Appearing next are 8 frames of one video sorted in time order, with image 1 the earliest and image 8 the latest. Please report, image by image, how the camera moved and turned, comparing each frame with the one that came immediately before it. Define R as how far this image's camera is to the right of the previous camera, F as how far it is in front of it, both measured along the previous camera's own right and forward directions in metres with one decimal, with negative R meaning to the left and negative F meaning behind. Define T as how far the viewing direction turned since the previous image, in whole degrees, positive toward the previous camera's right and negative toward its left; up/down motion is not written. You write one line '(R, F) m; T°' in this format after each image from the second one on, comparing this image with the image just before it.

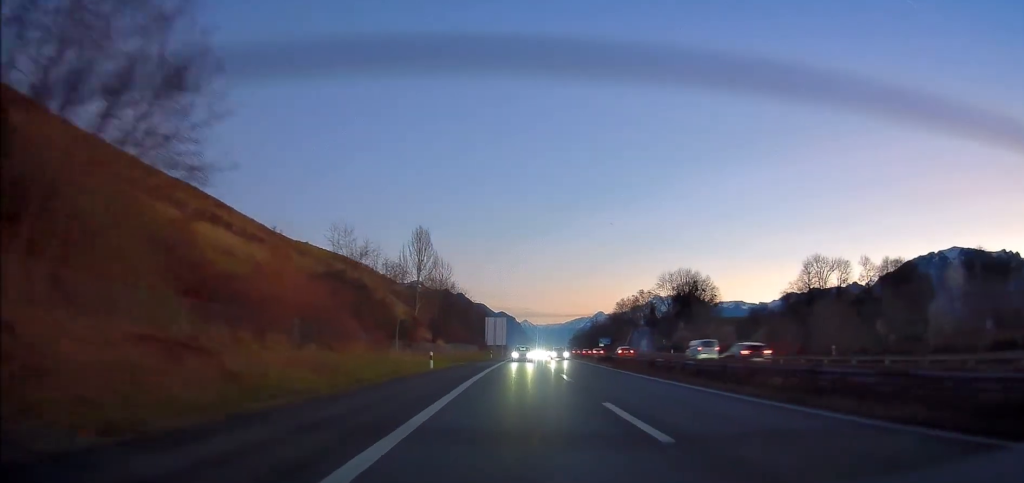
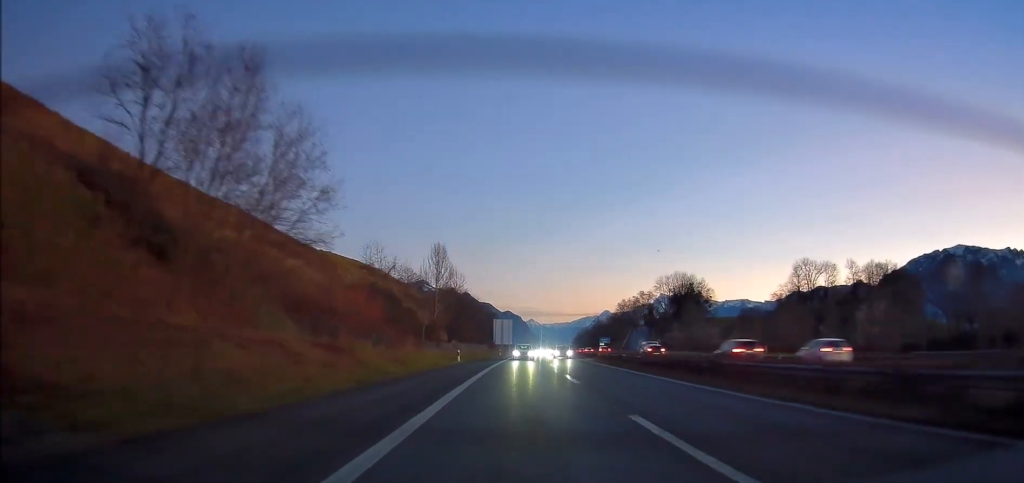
(0.0, +13.2) m; 0°
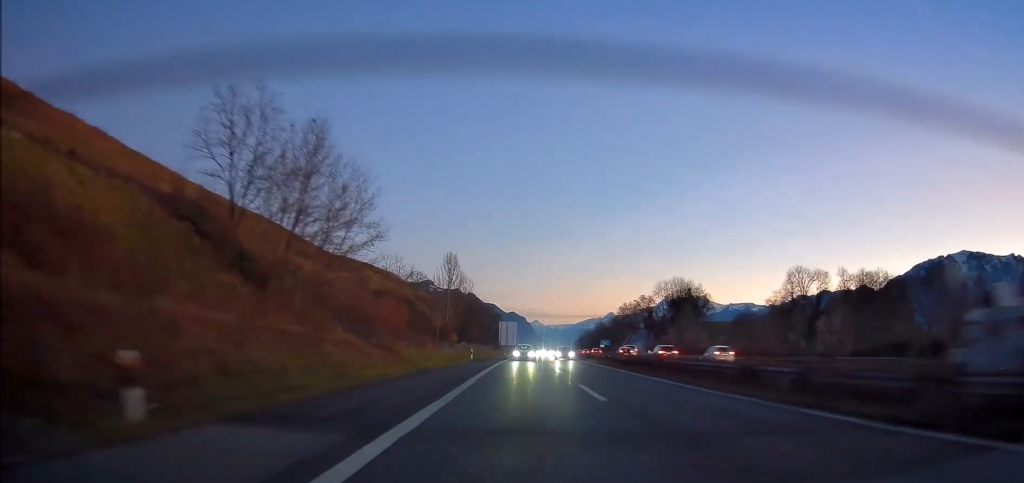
(0.0, +9.8) m; 0°
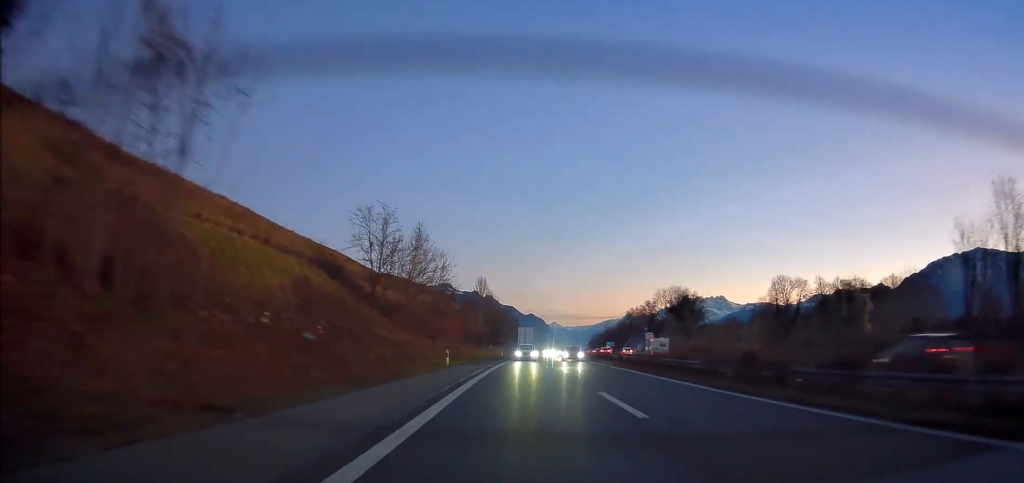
(-0.3, +32.7) m; -1°
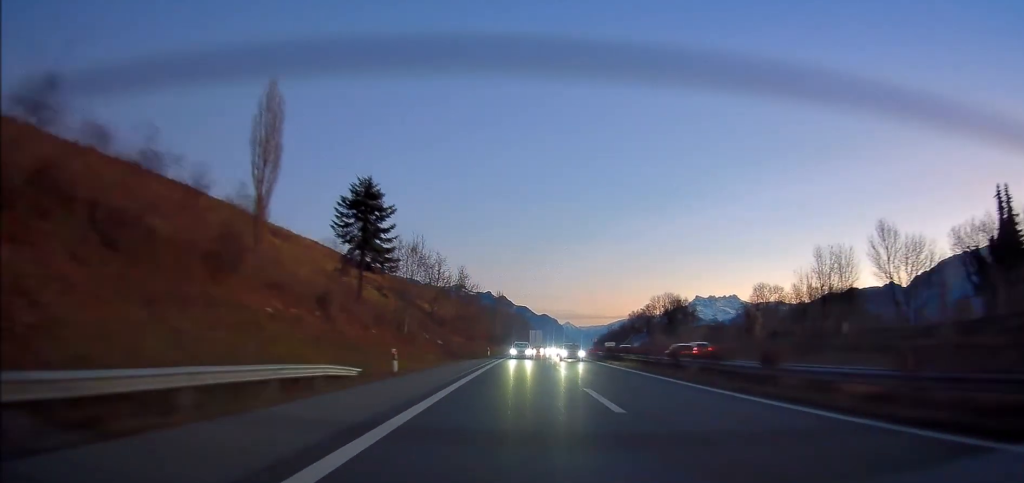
(-0.7, +36.5) m; -2°
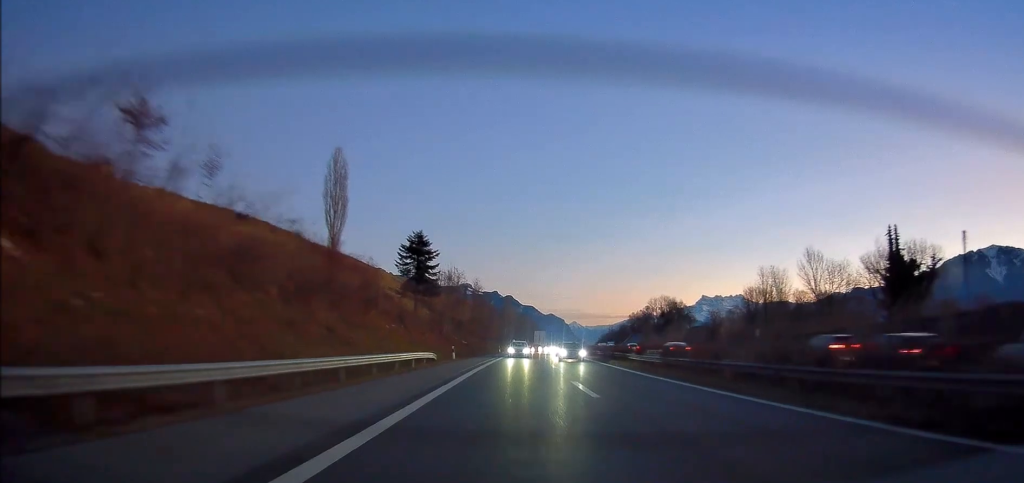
(-0.1, +21.3) m; -1°
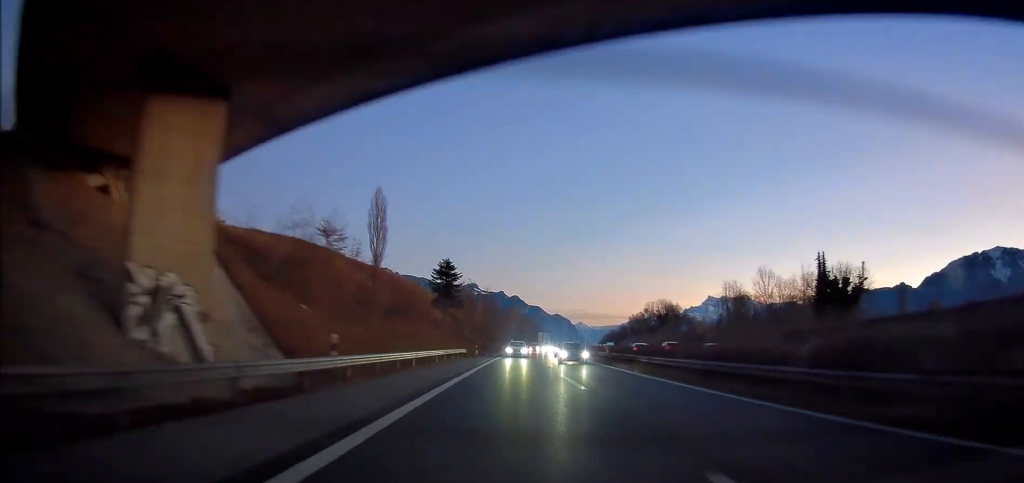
(-0.2, +20.6) m; 0°
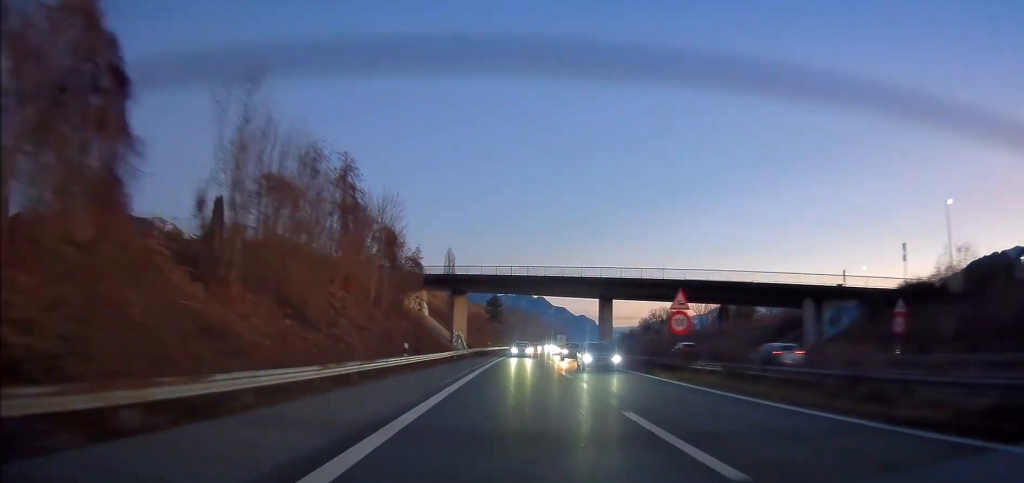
(-1.5, +59.0) m; -3°
